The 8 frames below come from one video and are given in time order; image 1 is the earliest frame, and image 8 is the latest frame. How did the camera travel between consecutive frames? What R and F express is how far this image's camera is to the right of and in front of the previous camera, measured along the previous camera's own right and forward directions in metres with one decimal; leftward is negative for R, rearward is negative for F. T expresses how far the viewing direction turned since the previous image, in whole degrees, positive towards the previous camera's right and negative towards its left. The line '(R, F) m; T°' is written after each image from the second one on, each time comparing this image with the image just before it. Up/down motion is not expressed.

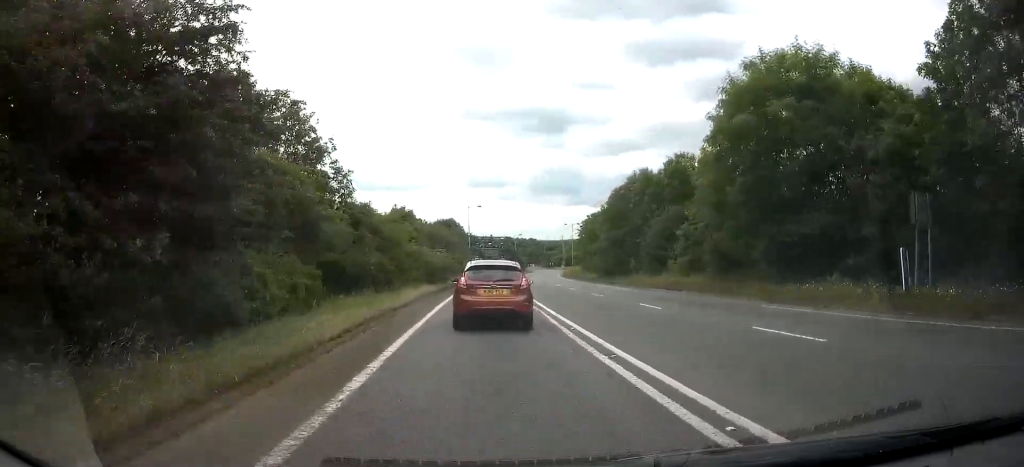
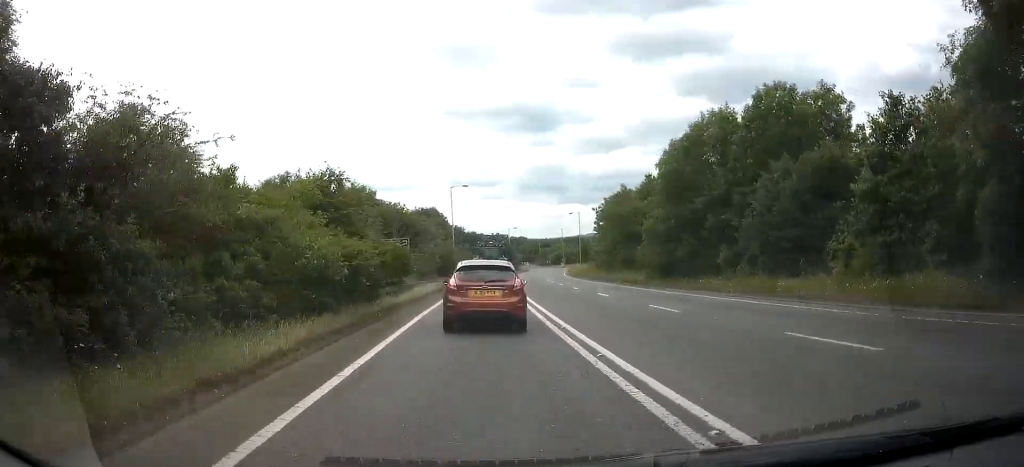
(-1.0, +20.1) m; -5°
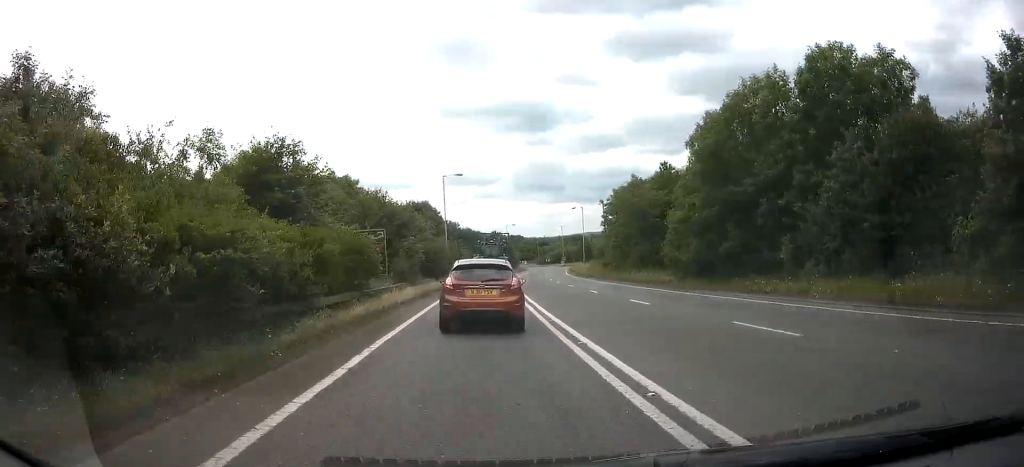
(-0.6, +6.8) m; 0°
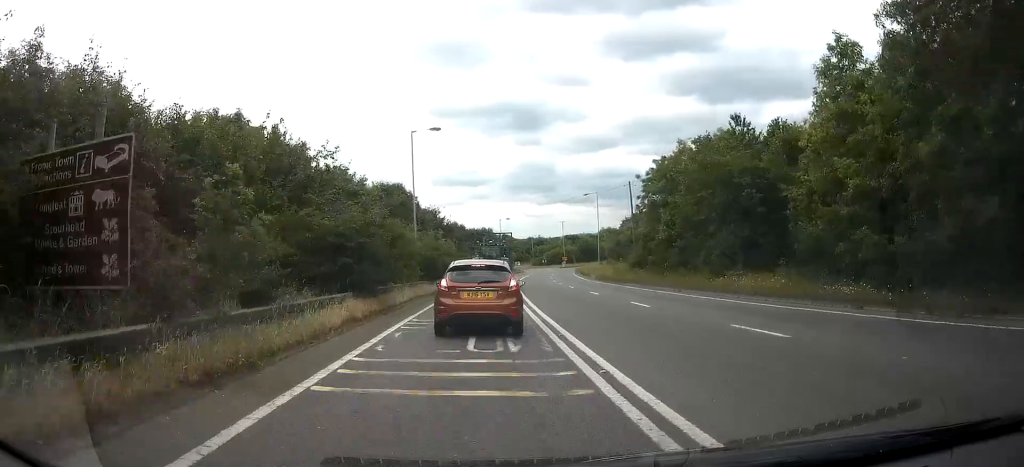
(+1.3, +18.8) m; +4°
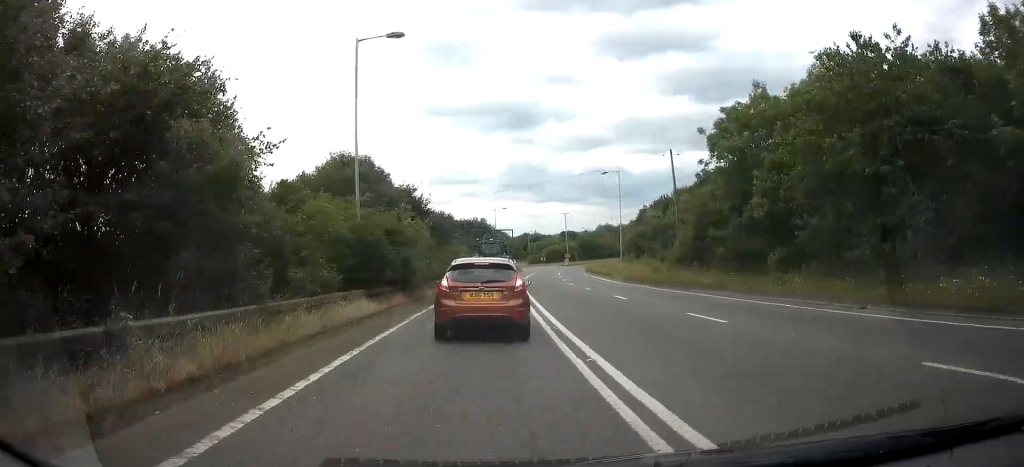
(-0.3, +15.4) m; -1°
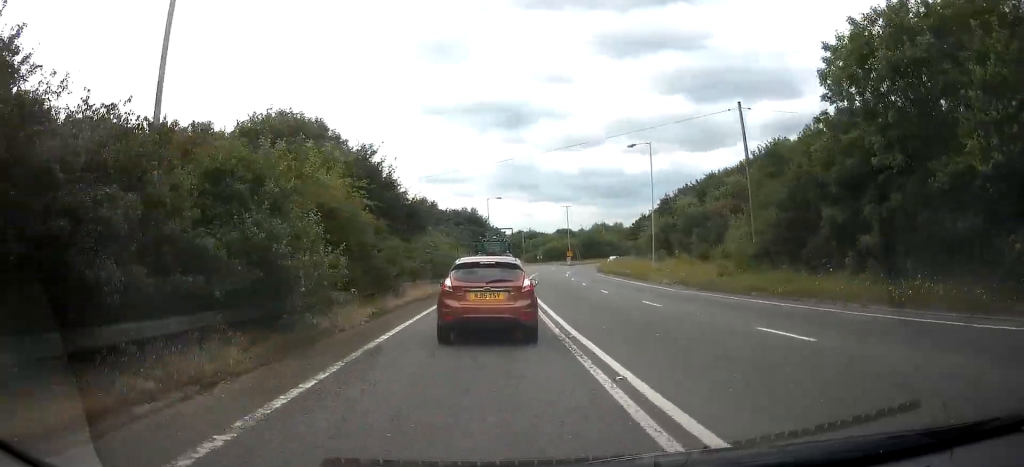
(+0.1, +13.9) m; +3°
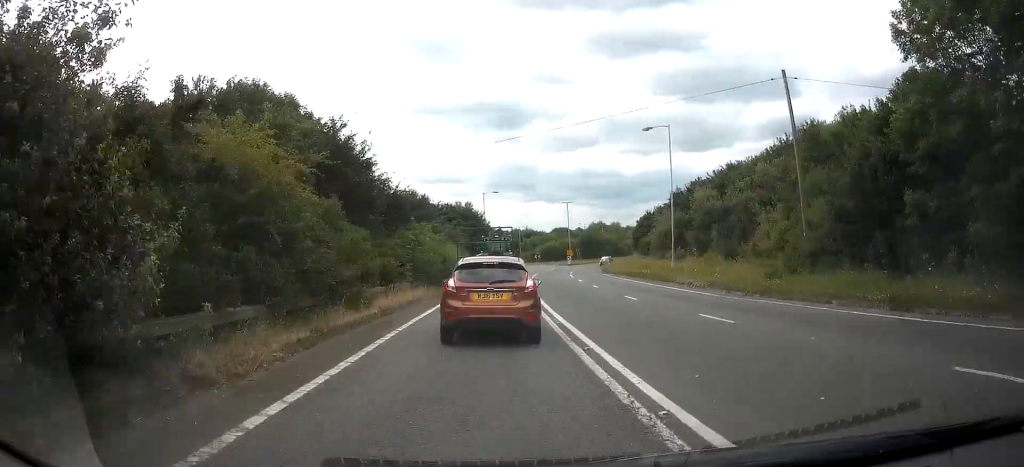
(+0.2, +5.7) m; +2°
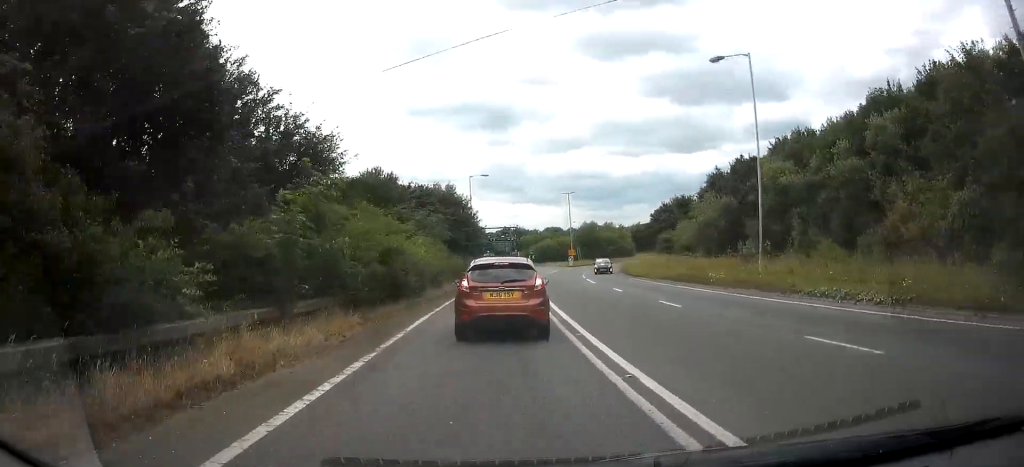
(+0.5, +14.6) m; +2°
